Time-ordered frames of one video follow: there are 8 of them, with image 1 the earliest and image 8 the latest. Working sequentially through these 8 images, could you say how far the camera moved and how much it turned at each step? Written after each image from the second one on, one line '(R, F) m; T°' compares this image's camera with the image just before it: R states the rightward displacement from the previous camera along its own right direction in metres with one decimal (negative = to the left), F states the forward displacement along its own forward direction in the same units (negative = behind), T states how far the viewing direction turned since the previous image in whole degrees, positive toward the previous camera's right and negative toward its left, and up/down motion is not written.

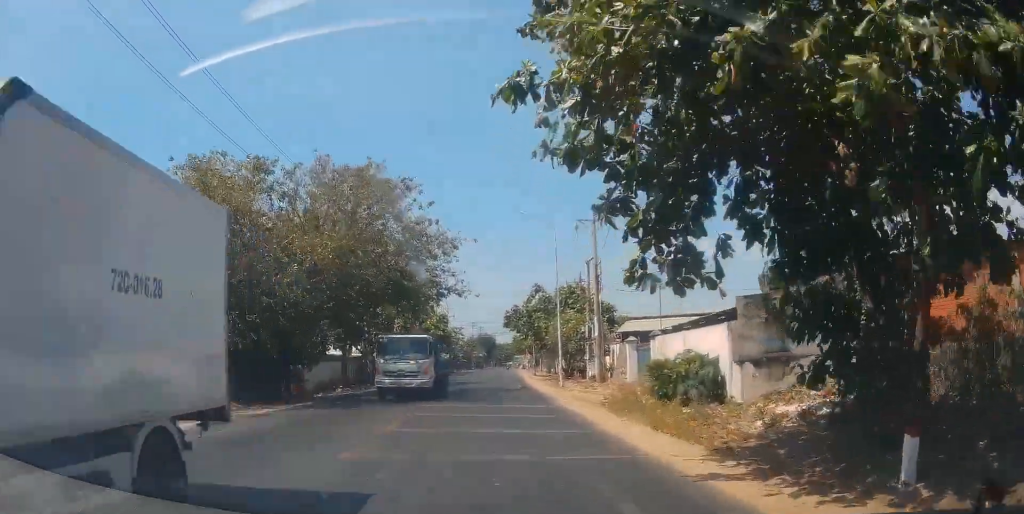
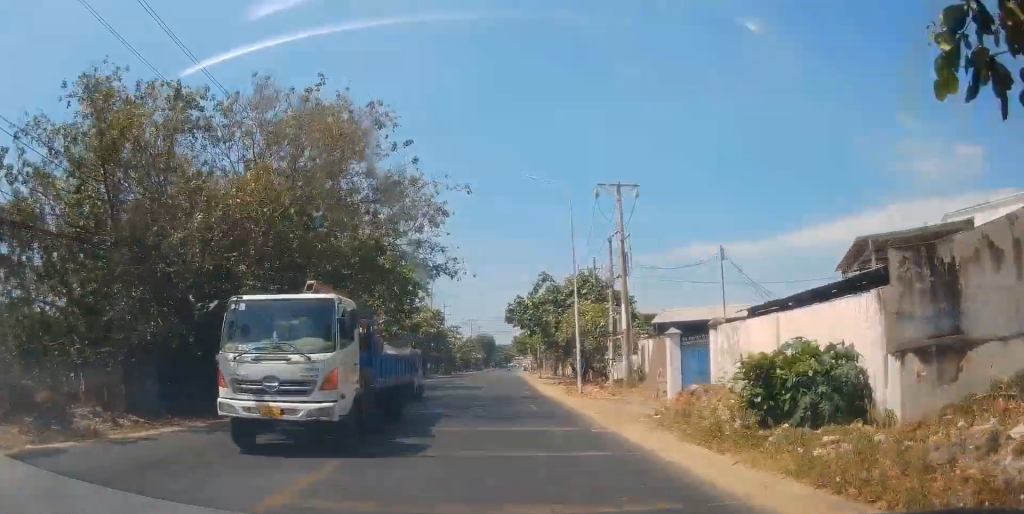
(+0.2, +7.2) m; +1°
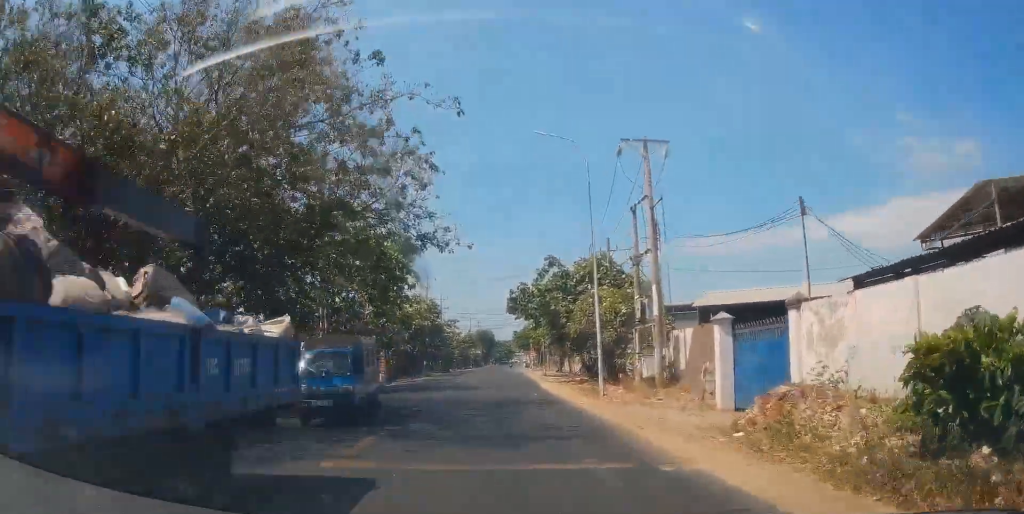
(+0.3, +5.4) m; 0°
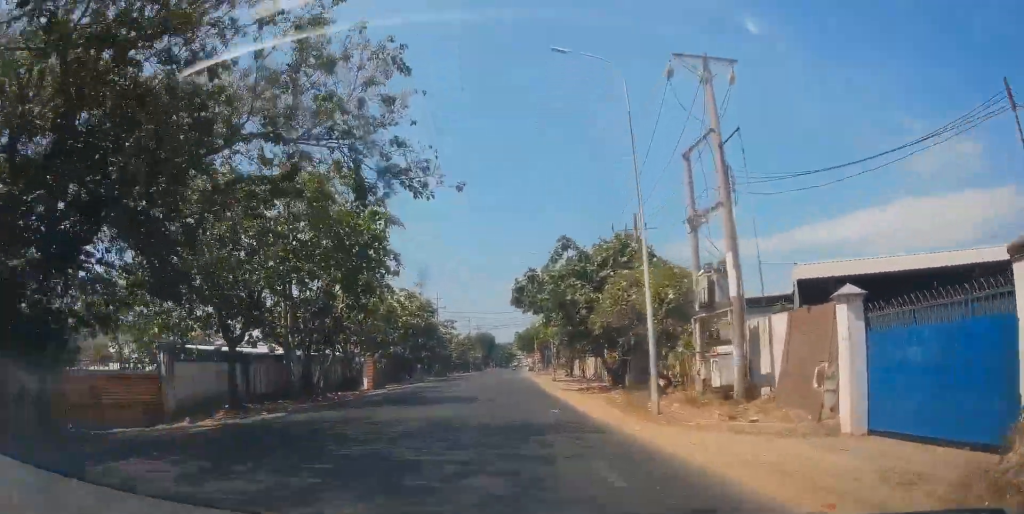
(-0.2, +7.4) m; -1°
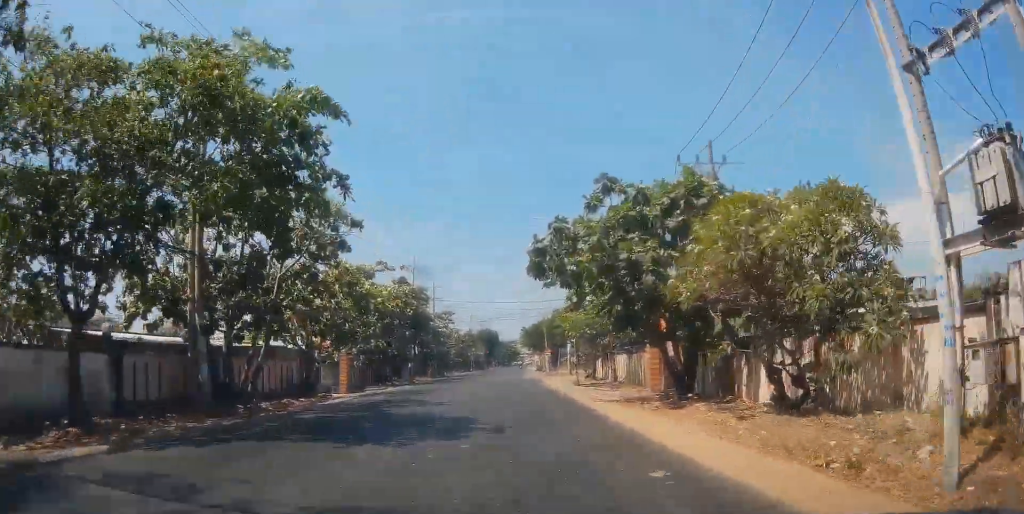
(-0.3, +11.2) m; -1°
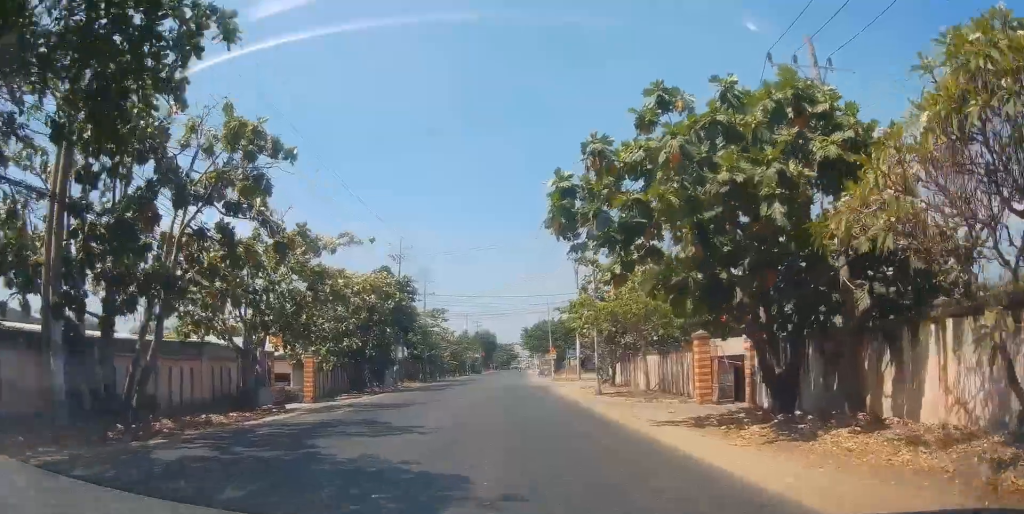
(0.0, +8.5) m; 0°
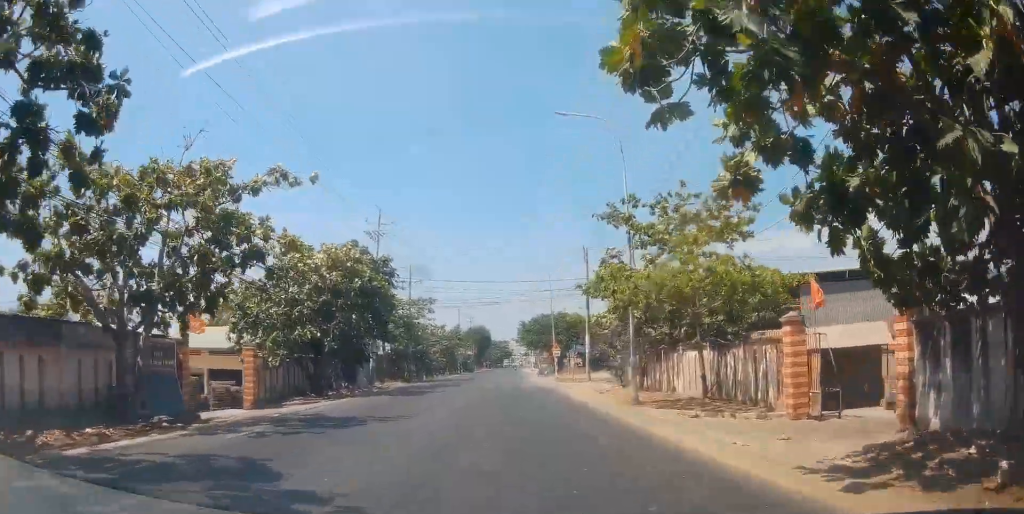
(+0.2, +8.9) m; -1°
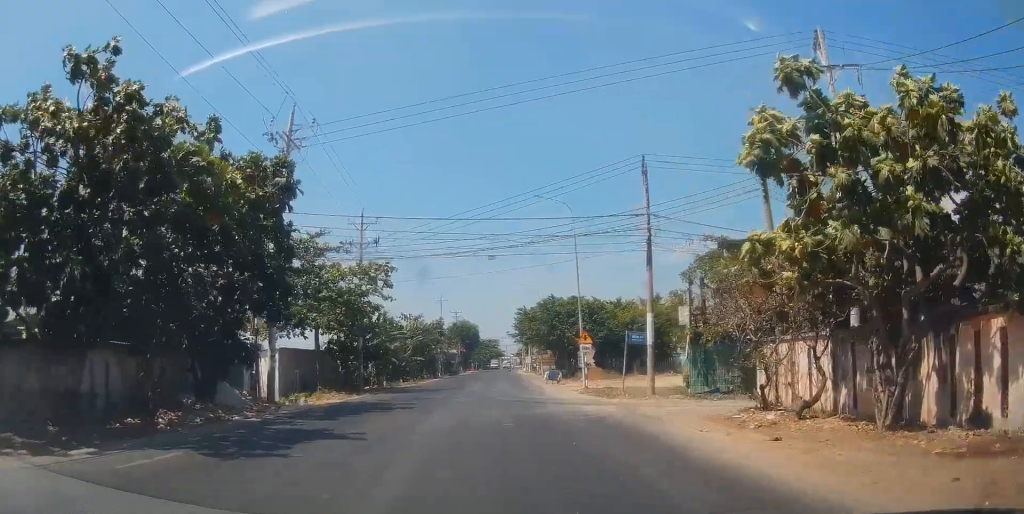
(+0.8, +20.9) m; +5°
